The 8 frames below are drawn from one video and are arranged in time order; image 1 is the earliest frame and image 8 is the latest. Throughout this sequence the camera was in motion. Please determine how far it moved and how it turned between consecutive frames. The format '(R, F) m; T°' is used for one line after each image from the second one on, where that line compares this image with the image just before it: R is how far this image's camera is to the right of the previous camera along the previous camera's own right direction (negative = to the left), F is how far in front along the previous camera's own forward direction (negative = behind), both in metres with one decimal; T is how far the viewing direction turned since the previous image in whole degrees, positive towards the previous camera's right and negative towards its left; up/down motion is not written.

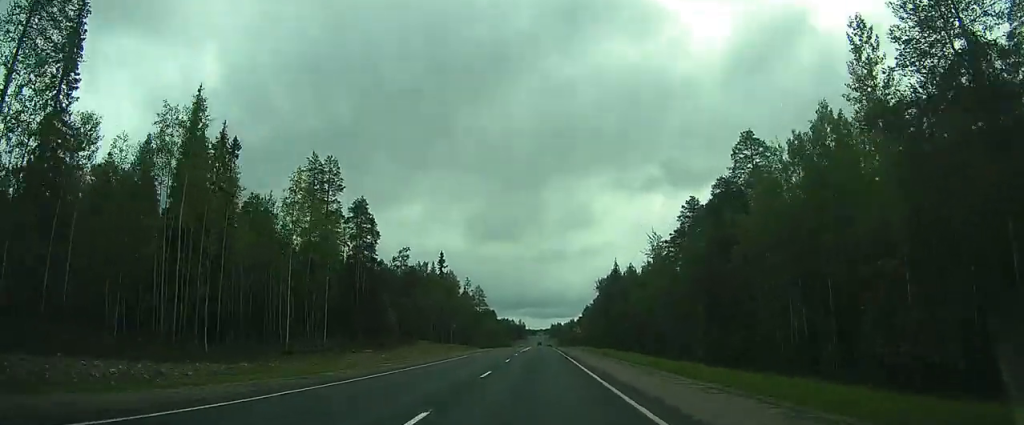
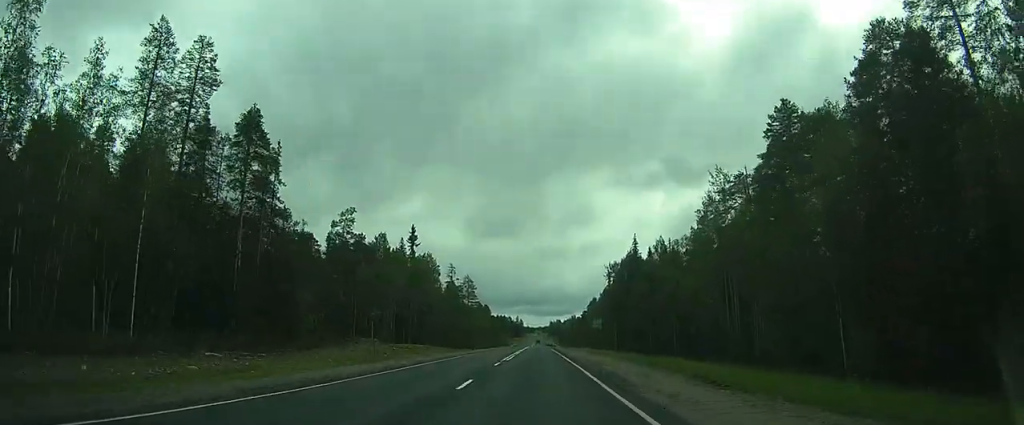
(0.0, +27.8) m; 0°
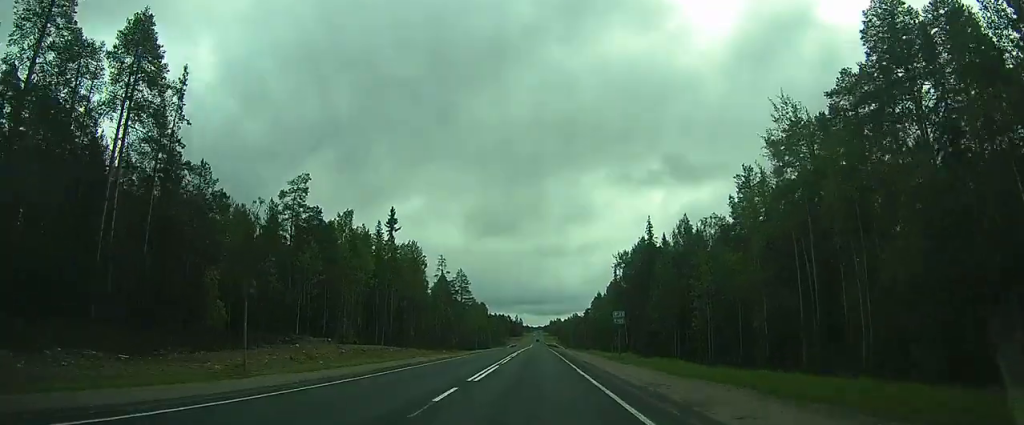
(0.0, +14.3) m; 0°
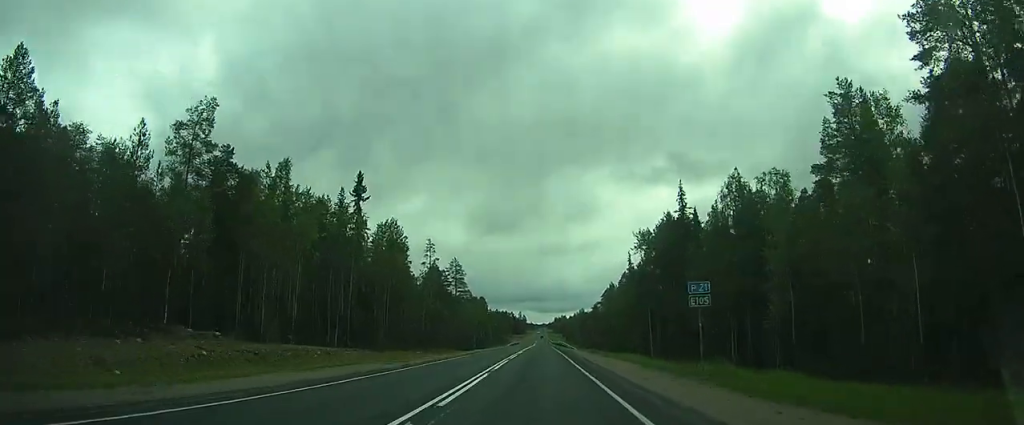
(0.0, +18.0) m; 0°
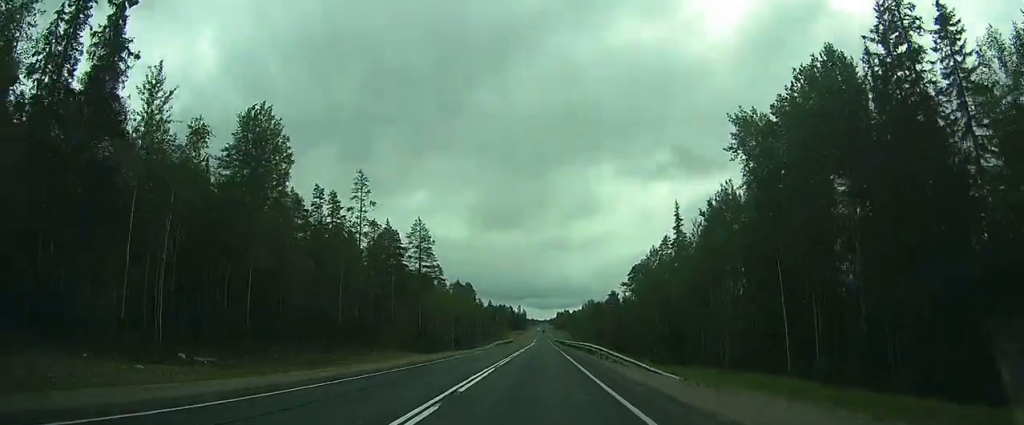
(0.0, +44.1) m; 0°
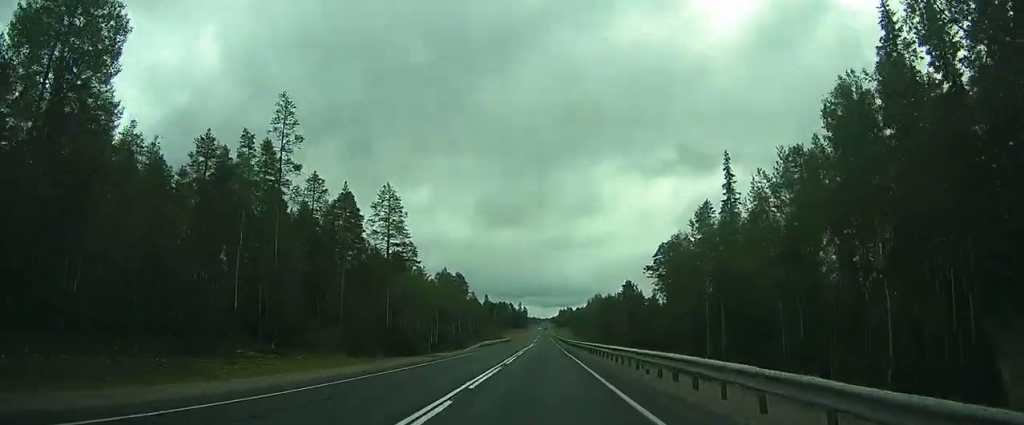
(0.0, +22.3) m; 0°
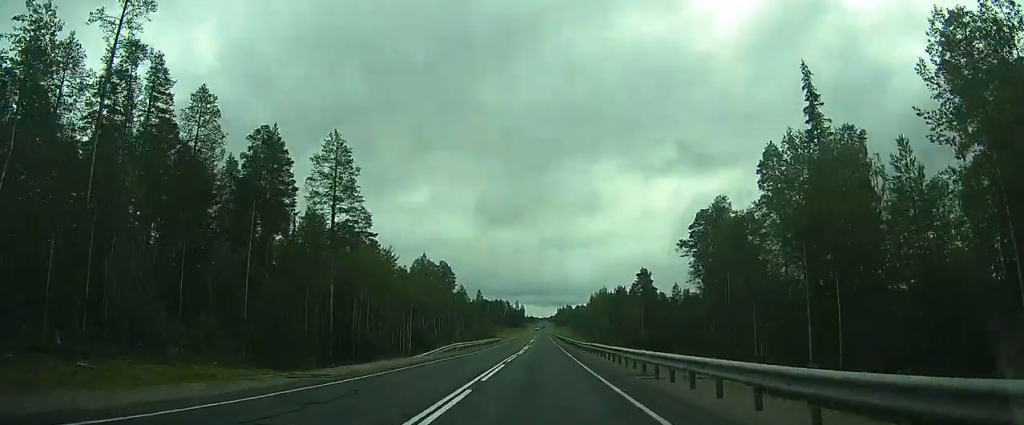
(0.0, +20.8) m; 0°
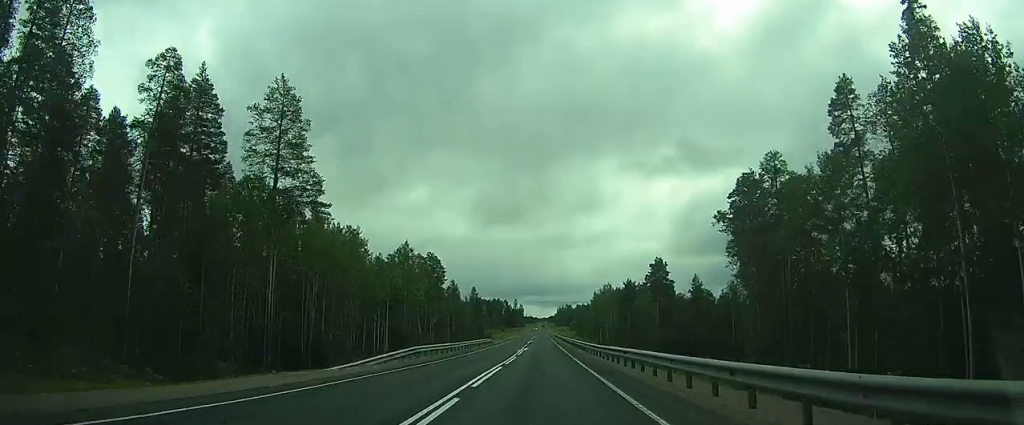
(0.0, +13.3) m; 0°
